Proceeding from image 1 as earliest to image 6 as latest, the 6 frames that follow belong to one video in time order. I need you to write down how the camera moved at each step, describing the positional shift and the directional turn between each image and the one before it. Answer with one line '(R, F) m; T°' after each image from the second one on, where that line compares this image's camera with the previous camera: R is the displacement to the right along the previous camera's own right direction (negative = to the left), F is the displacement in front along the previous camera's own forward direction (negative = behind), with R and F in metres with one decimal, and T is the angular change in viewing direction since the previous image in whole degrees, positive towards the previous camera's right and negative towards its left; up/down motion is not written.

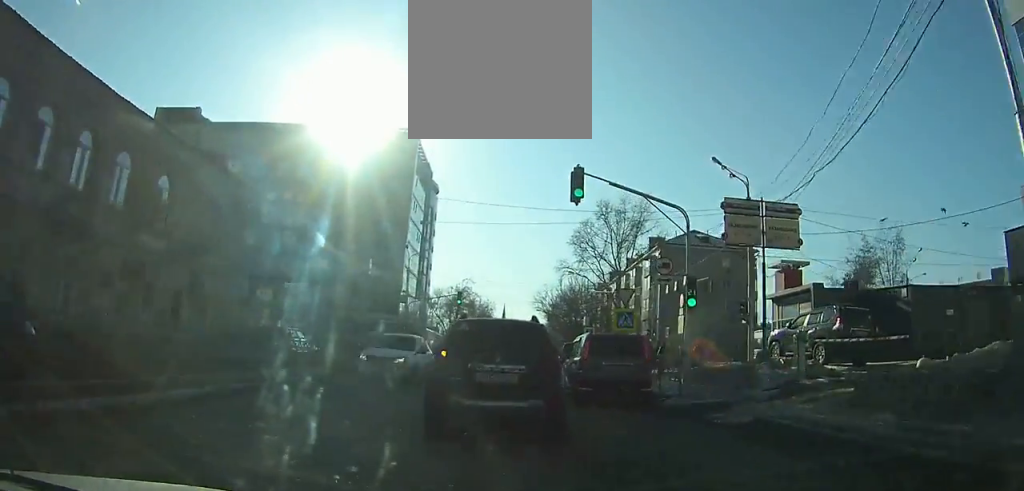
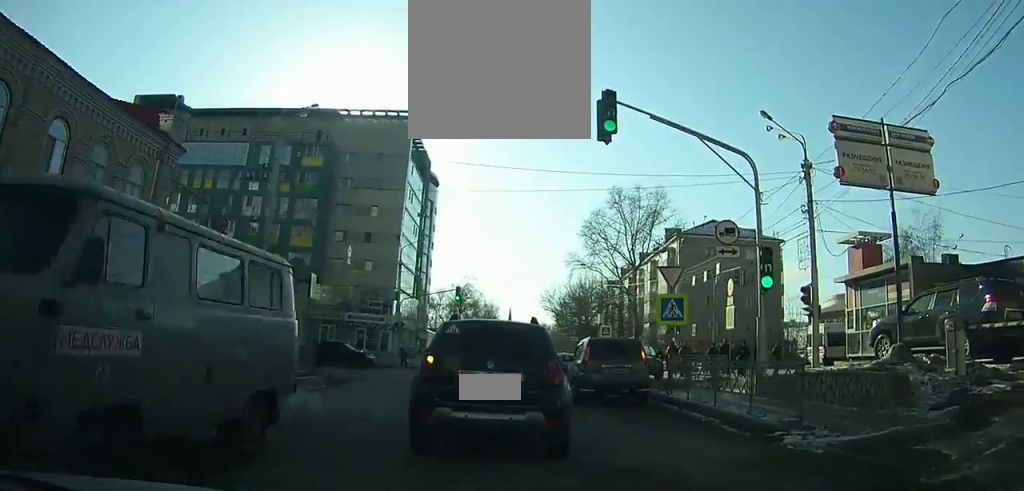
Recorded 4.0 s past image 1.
(+0.2, +7.7) m; +1°
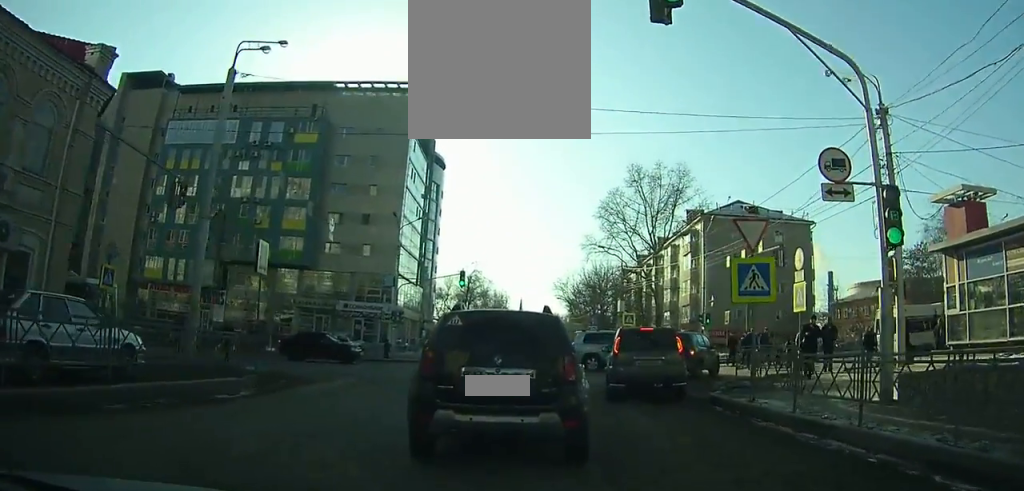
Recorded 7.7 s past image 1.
(-0.1, +3.1) m; -1°
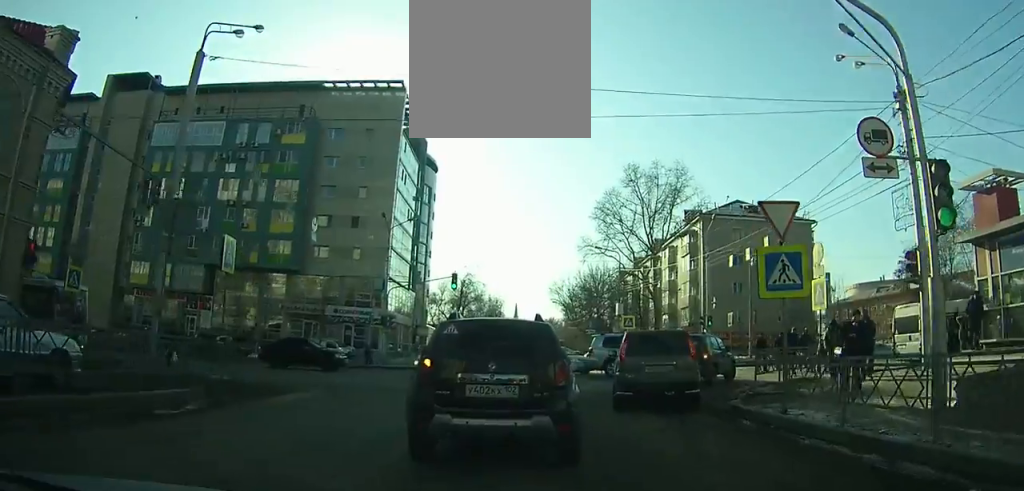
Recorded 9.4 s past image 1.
(0.0, +1.2) m; +2°
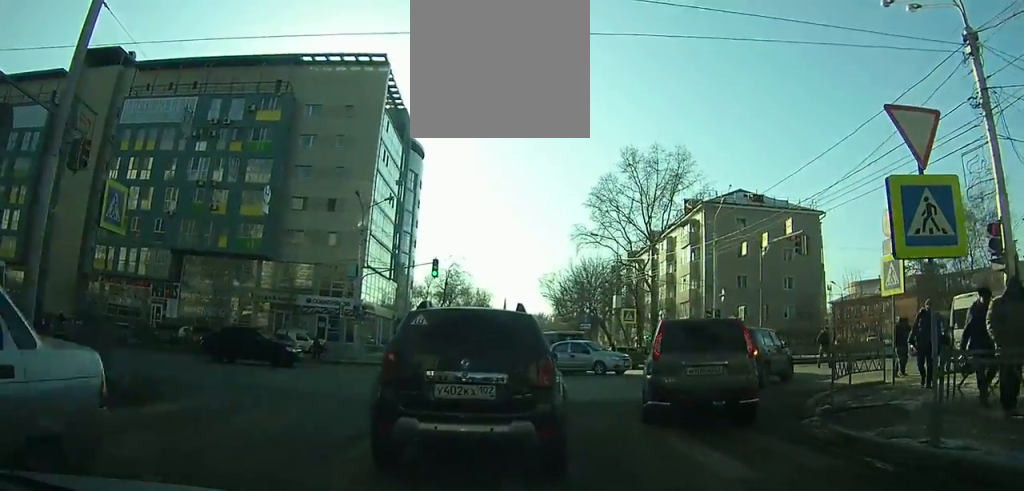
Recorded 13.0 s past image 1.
(+0.1, +3.2) m; -5°
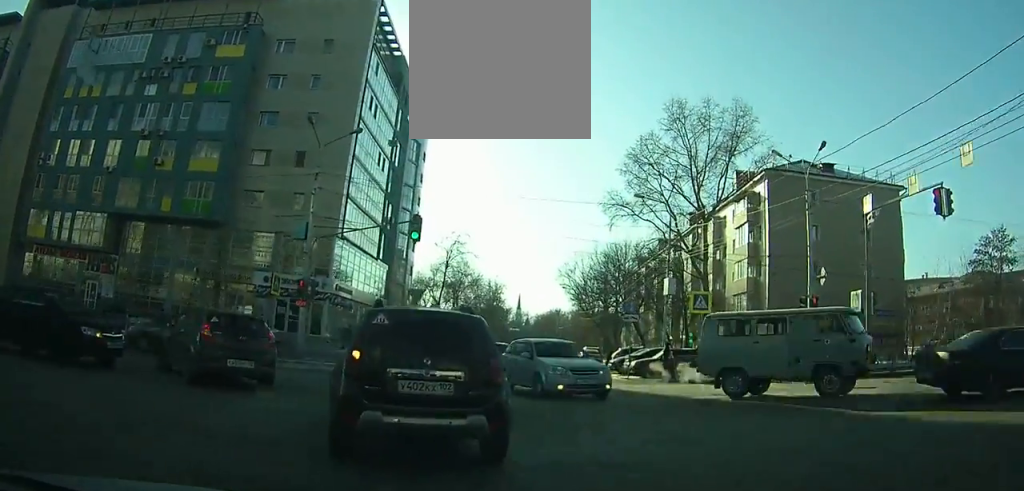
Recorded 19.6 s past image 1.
(-1.2, +13.4) m; -19°
